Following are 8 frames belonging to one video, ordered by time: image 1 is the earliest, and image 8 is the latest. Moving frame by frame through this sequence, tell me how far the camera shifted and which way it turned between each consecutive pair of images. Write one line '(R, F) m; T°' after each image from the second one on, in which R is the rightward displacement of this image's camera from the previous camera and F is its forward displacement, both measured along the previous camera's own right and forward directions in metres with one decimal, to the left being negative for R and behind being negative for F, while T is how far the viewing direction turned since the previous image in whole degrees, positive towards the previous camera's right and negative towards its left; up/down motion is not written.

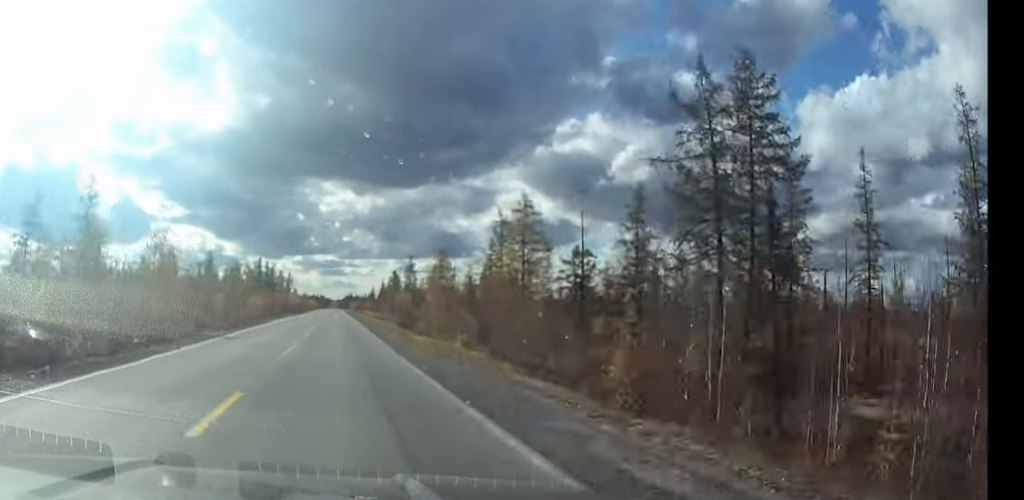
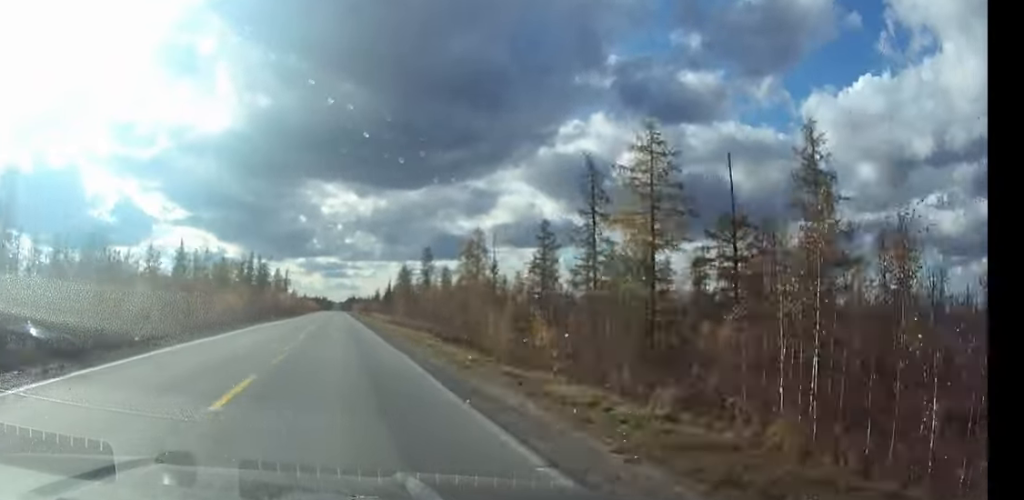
(0.0, +20.6) m; 0°
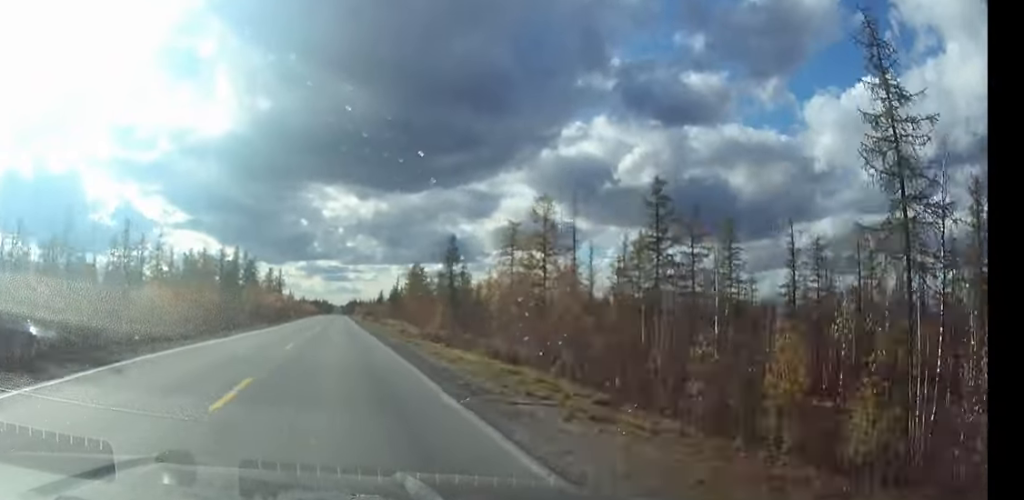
(0.0, +22.8) m; 0°
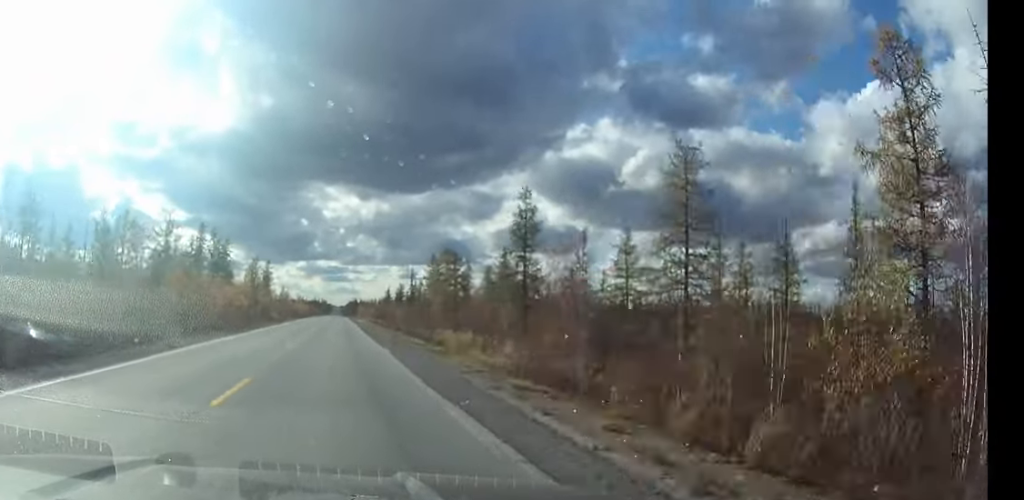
(0.0, +35.6) m; 0°
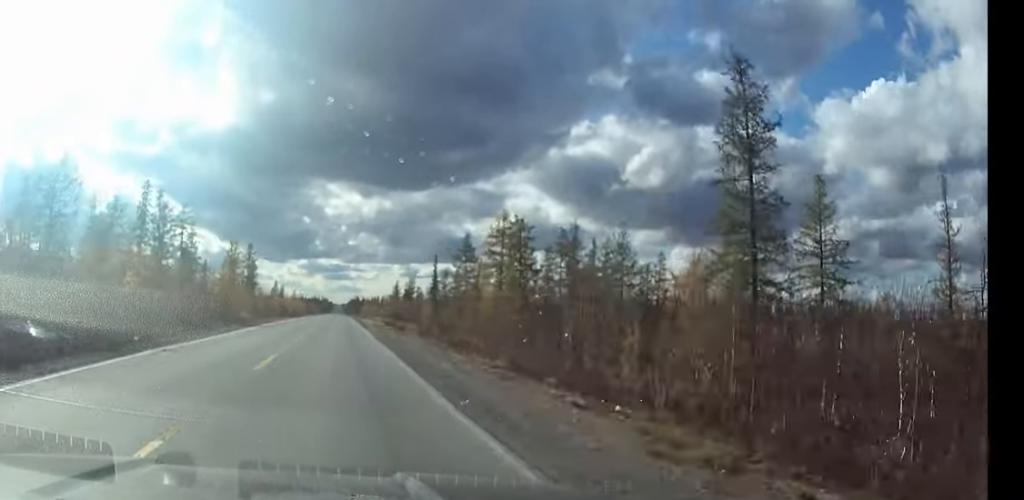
(0.0, +33.4) m; 0°
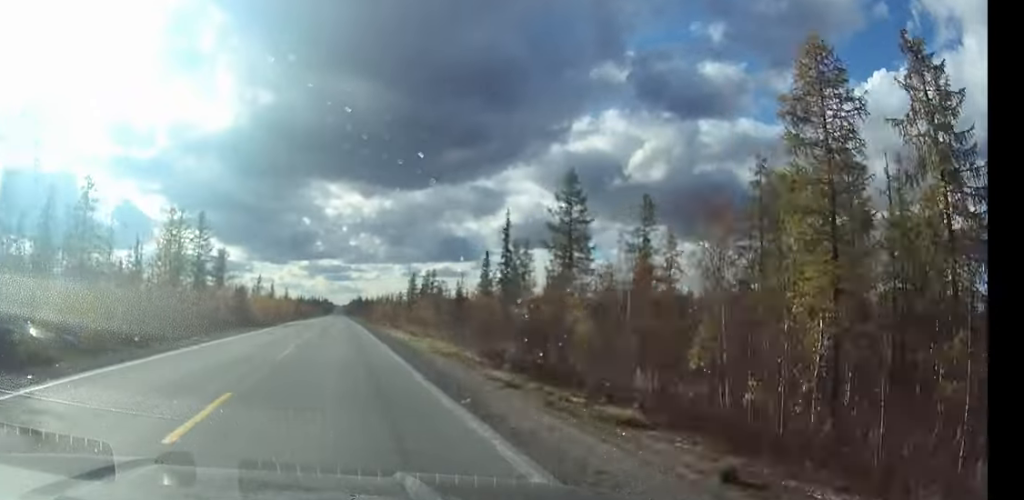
(-0.1, +46.8) m; 0°
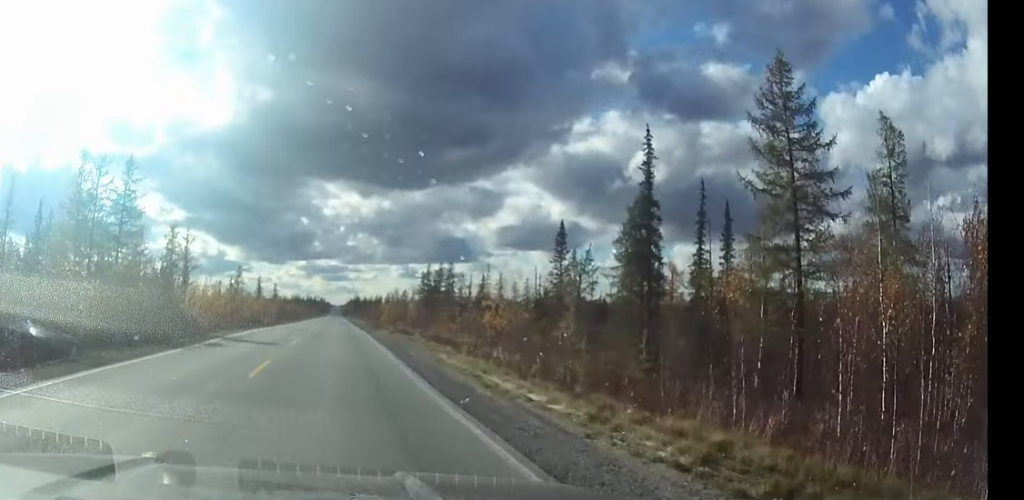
(0.0, +31.6) m; 0°
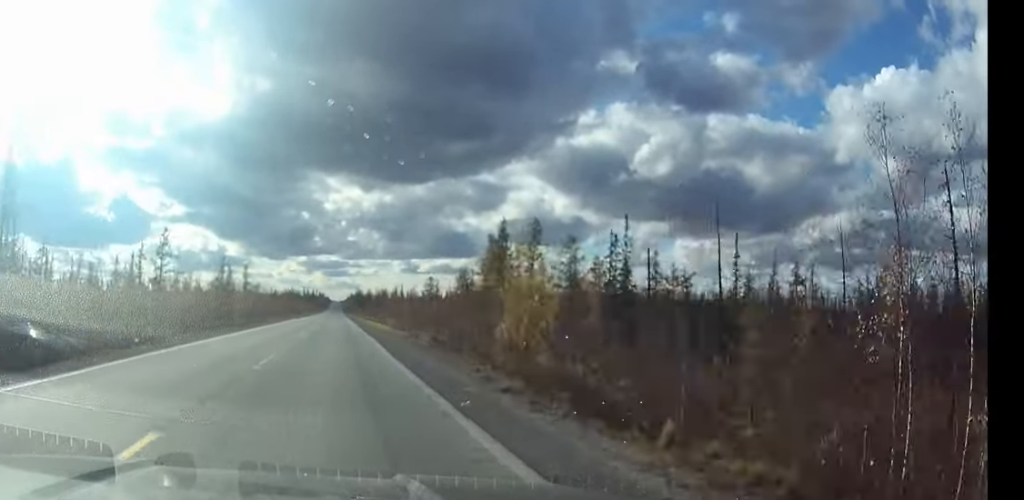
(+0.1, +59.5) m; 0°
